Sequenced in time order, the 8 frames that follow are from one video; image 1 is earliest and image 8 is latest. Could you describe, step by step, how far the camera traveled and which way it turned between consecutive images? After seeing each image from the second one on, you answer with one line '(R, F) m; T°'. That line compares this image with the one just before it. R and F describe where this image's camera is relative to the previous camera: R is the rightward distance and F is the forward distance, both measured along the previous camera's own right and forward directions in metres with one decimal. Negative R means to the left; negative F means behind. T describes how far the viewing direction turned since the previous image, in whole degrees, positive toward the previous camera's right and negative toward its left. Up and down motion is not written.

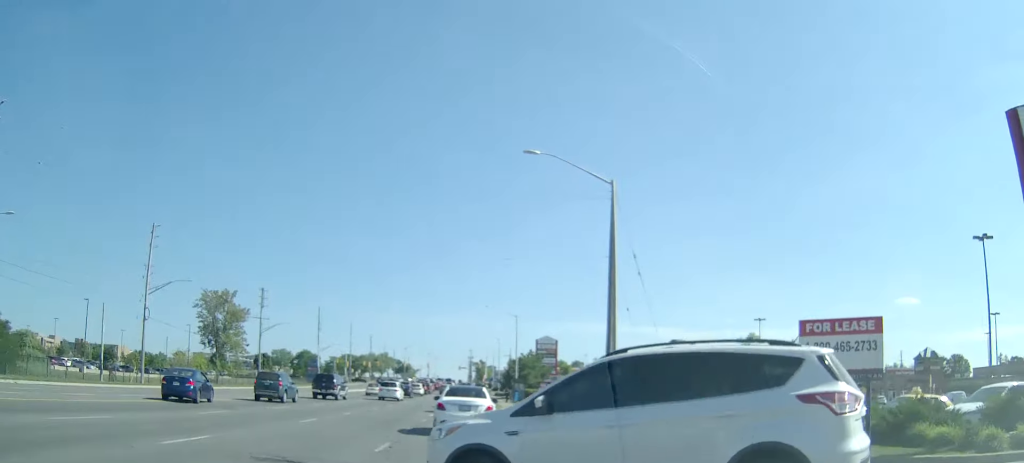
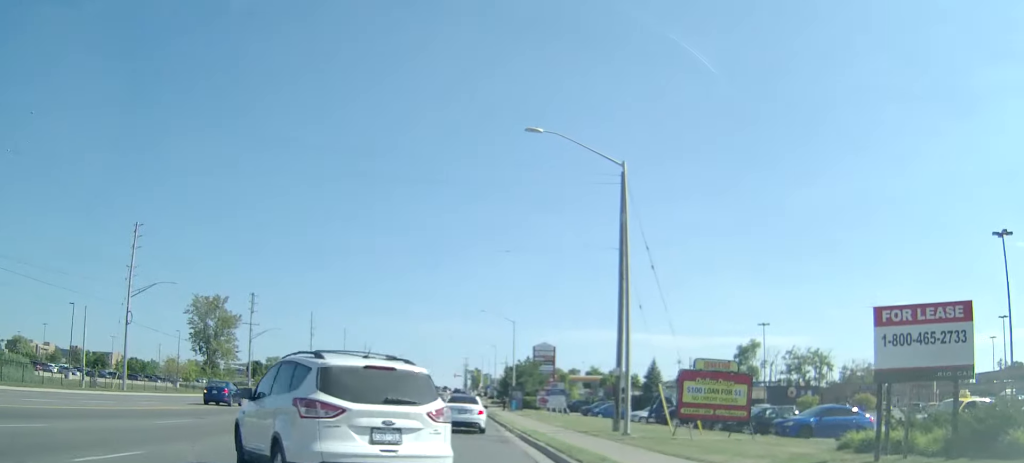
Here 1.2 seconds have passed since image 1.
(+0.1, +7.0) m; +1°
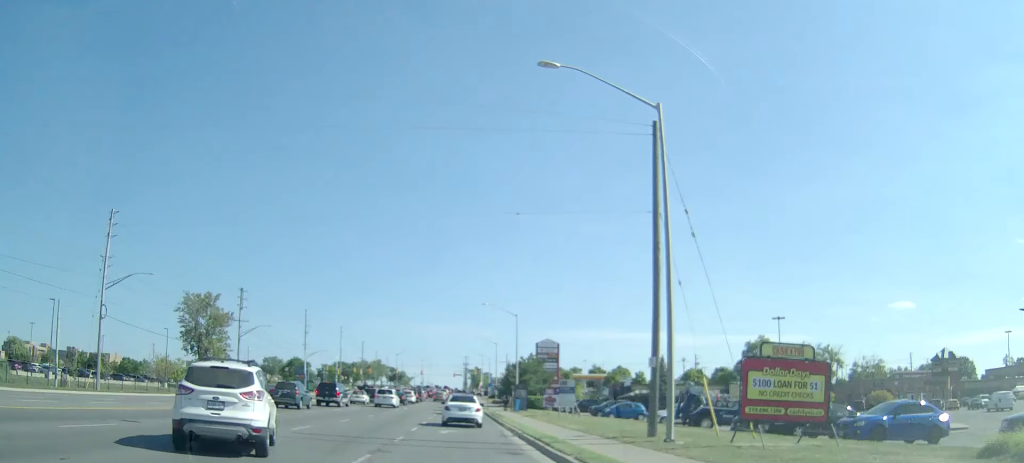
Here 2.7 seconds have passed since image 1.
(0.0, +4.6) m; +1°
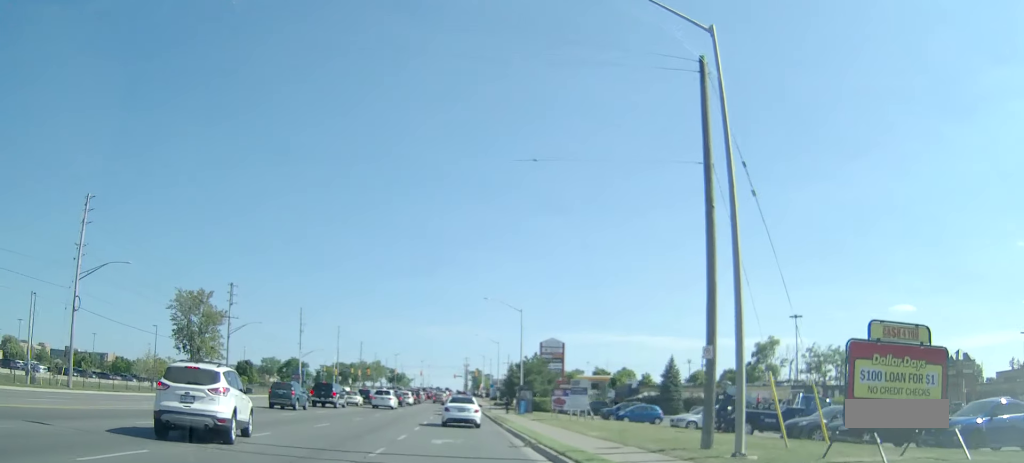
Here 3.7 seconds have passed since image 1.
(0.0, +4.2) m; 0°
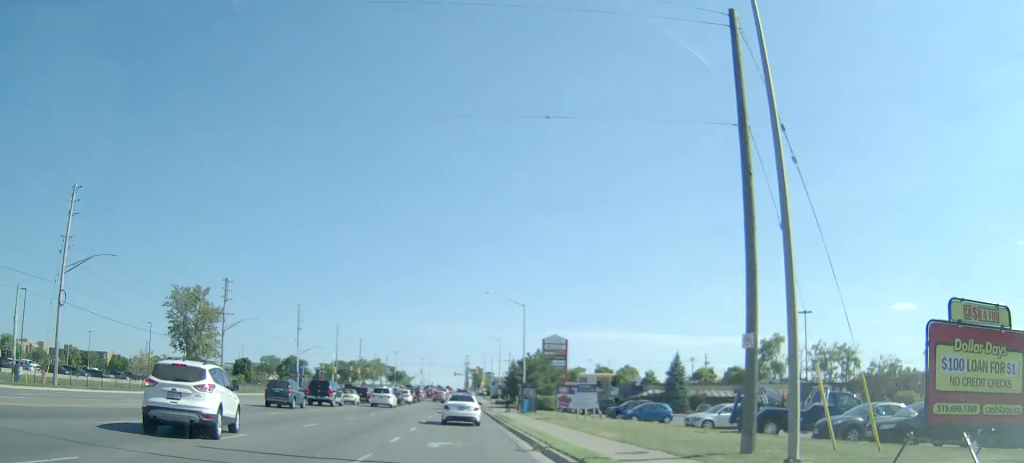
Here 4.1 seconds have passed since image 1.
(0.0, +2.2) m; 0°
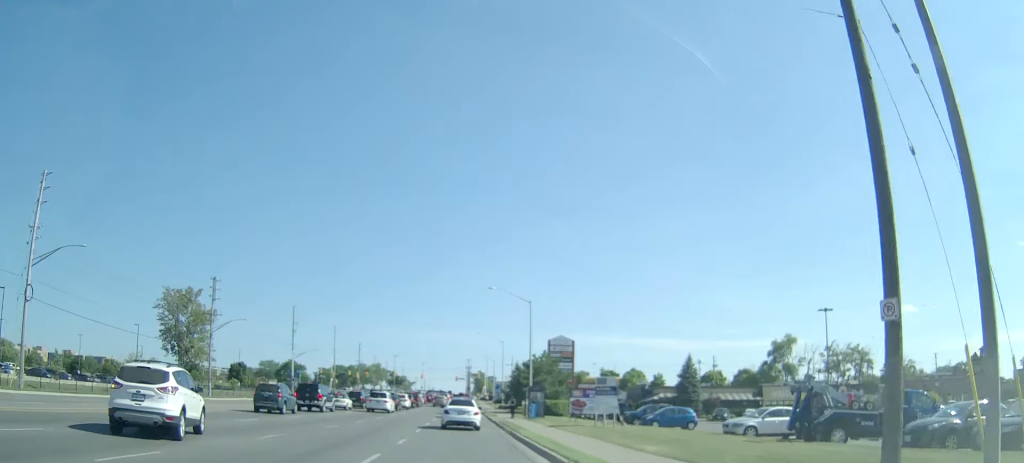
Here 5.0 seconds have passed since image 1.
(0.0, +4.8) m; -1°
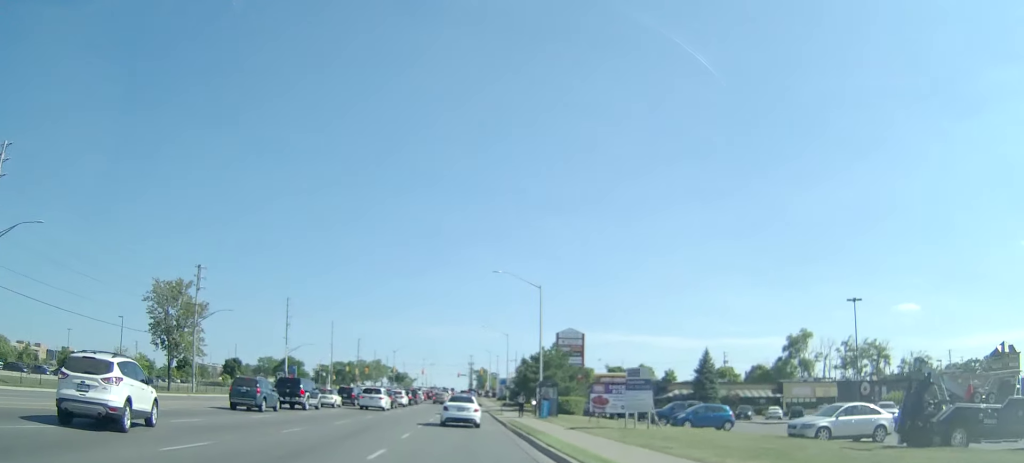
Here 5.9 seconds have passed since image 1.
(0.0, +6.0) m; 0°
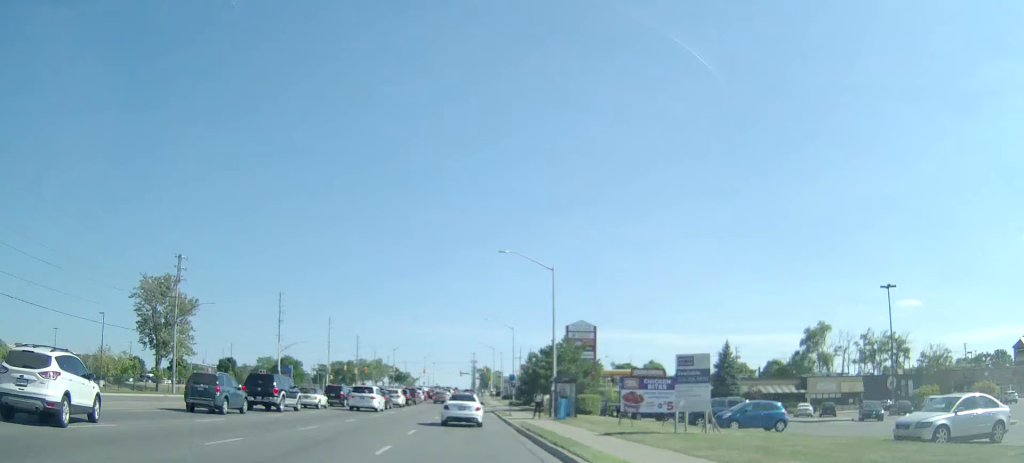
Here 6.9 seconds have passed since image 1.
(0.0, +6.6) m; 0°
